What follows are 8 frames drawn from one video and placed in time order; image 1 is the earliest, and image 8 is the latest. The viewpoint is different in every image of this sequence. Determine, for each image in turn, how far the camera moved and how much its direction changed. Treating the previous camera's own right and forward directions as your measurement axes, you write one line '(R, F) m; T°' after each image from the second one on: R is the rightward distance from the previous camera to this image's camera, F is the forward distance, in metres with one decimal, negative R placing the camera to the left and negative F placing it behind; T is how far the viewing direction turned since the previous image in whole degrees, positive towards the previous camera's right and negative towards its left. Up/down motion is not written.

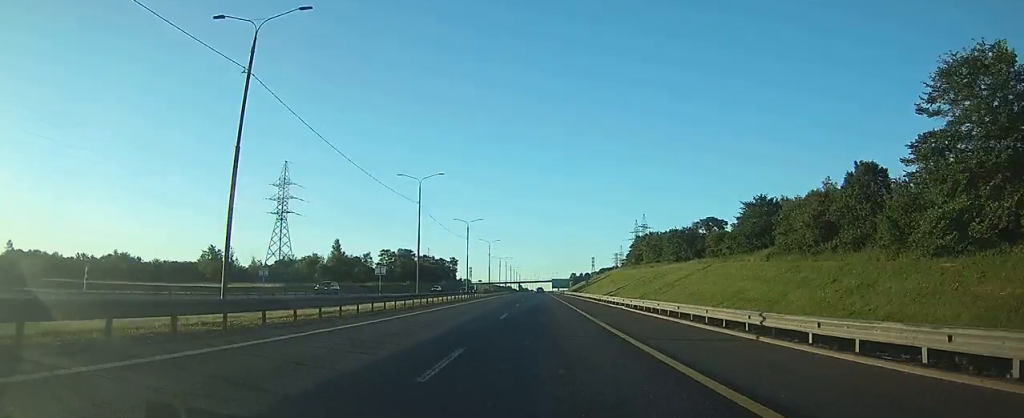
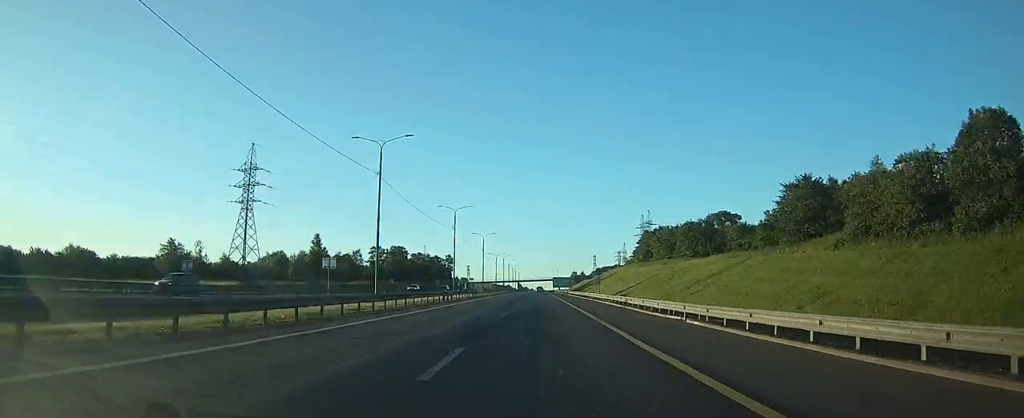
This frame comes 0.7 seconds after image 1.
(0.0, +15.8) m; 0°
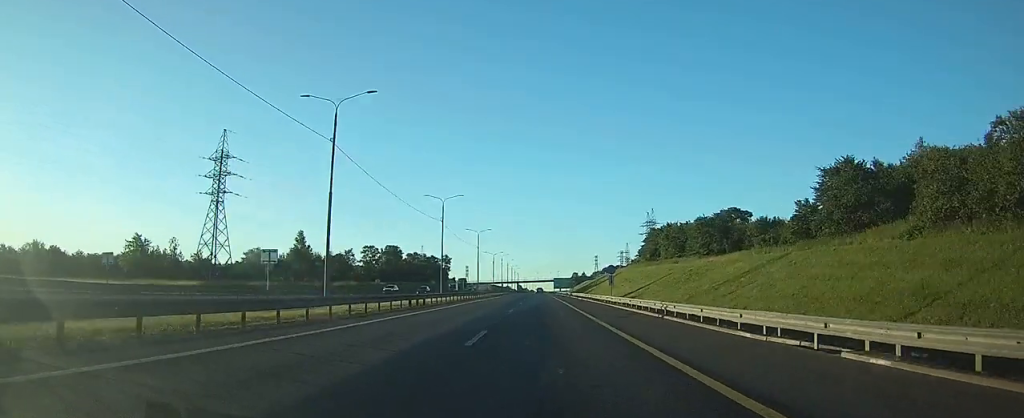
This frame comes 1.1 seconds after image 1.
(0.0, +11.1) m; 0°
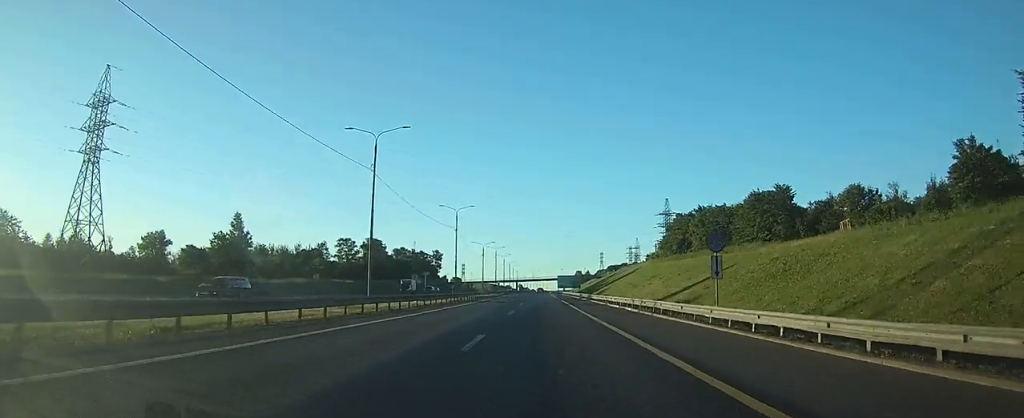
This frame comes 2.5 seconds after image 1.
(0.0, +32.7) m; 0°
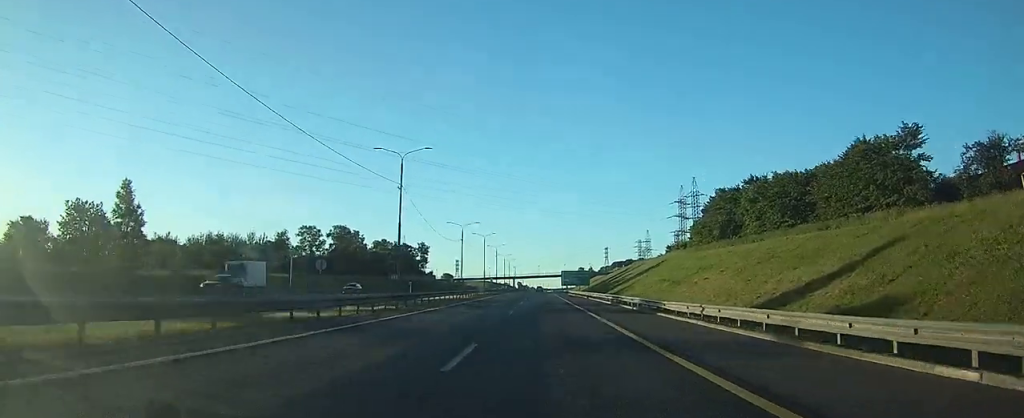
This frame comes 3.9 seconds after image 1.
(-0.2, +34.5) m; -1°
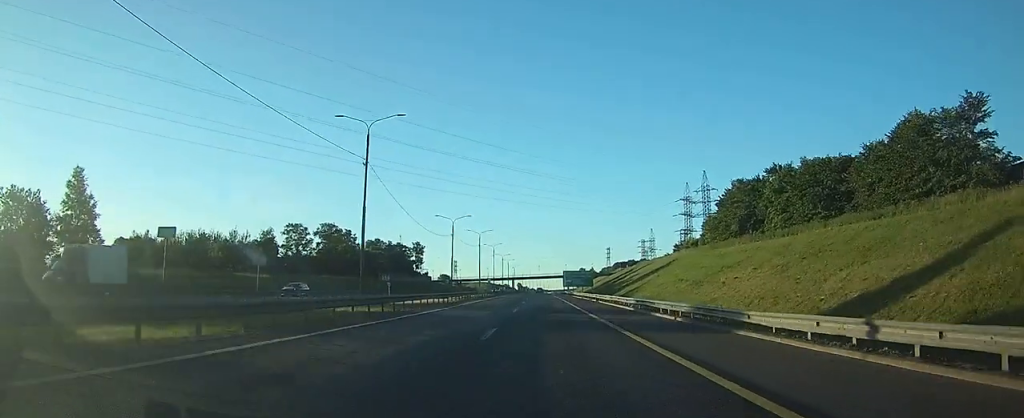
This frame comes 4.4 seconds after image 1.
(0.0, +10.5) m; 0°
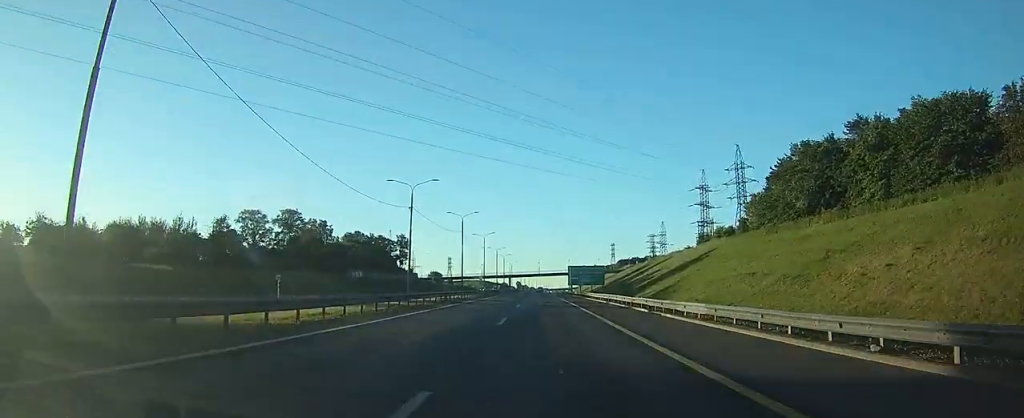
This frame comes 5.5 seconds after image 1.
(-0.1, +26.6) m; 0°
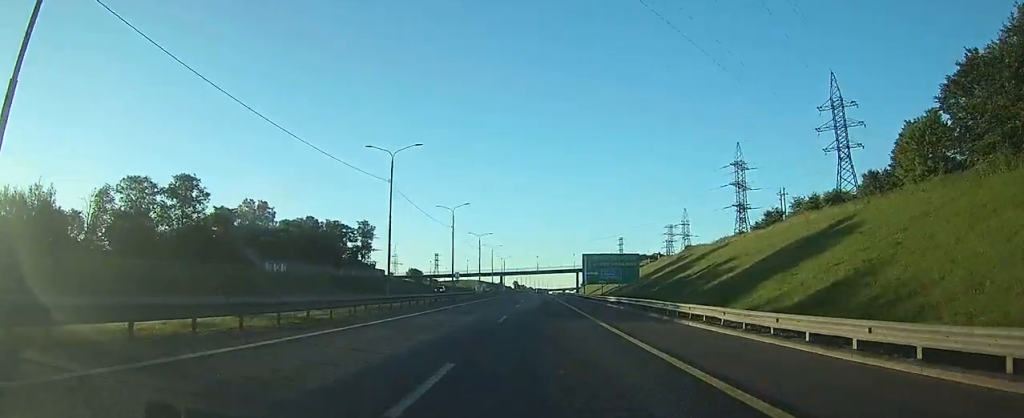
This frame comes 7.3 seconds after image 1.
(+0.3, +44.7) m; +1°
